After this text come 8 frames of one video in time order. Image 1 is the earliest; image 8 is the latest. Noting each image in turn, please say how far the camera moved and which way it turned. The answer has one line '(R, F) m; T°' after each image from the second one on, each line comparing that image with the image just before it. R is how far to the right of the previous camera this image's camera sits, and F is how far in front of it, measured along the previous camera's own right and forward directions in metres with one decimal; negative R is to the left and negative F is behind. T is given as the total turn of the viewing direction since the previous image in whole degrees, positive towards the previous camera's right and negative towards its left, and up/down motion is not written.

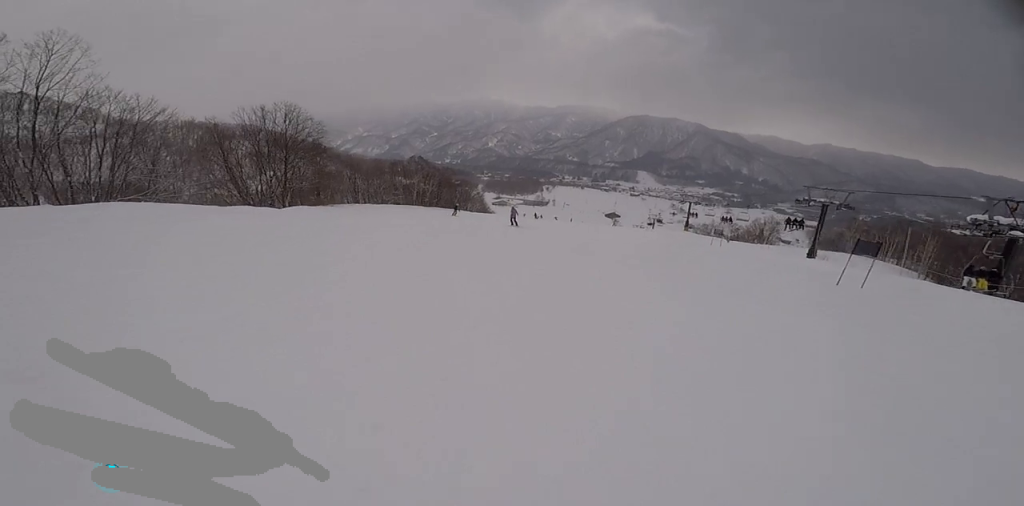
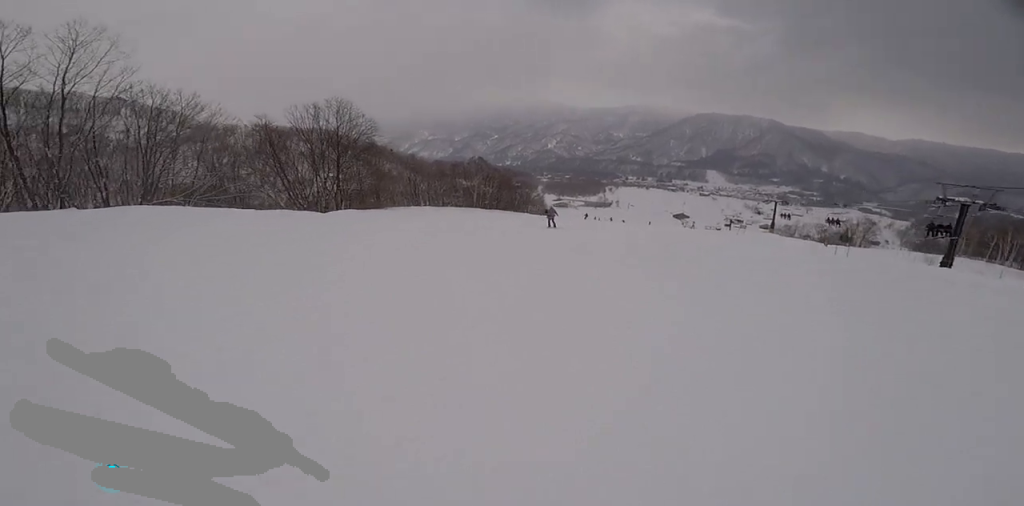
(-1.1, +4.8) m; -4°
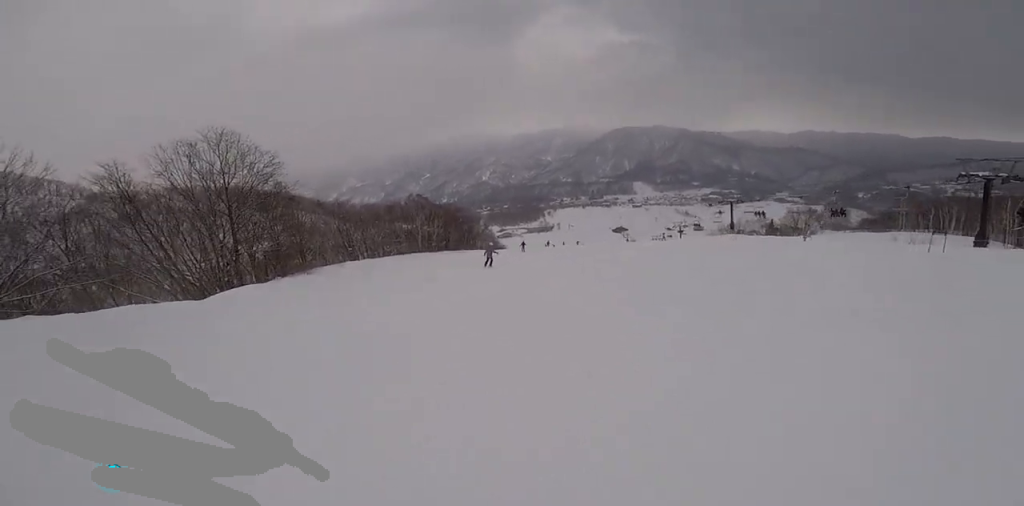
(+1.4, +9.7) m; +18°
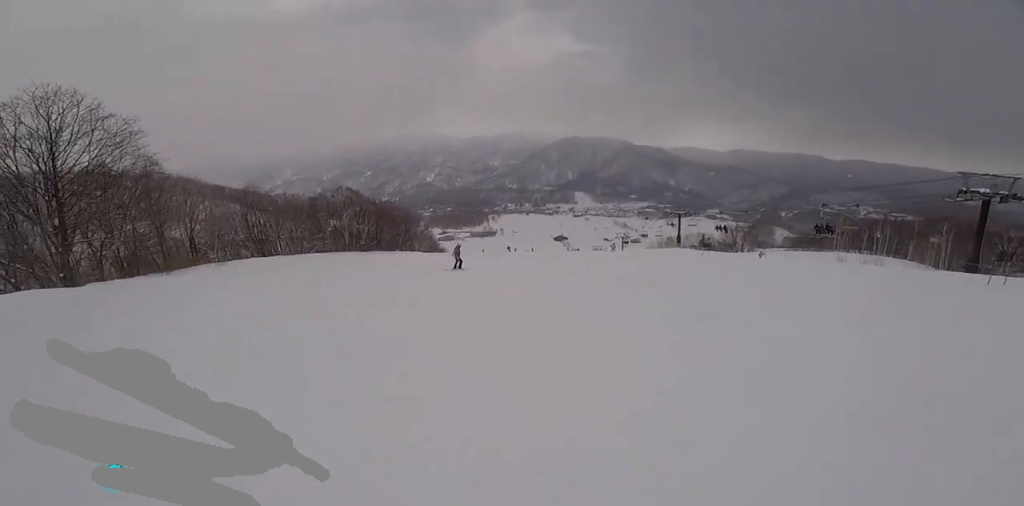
(+0.5, +6.9) m; +13°
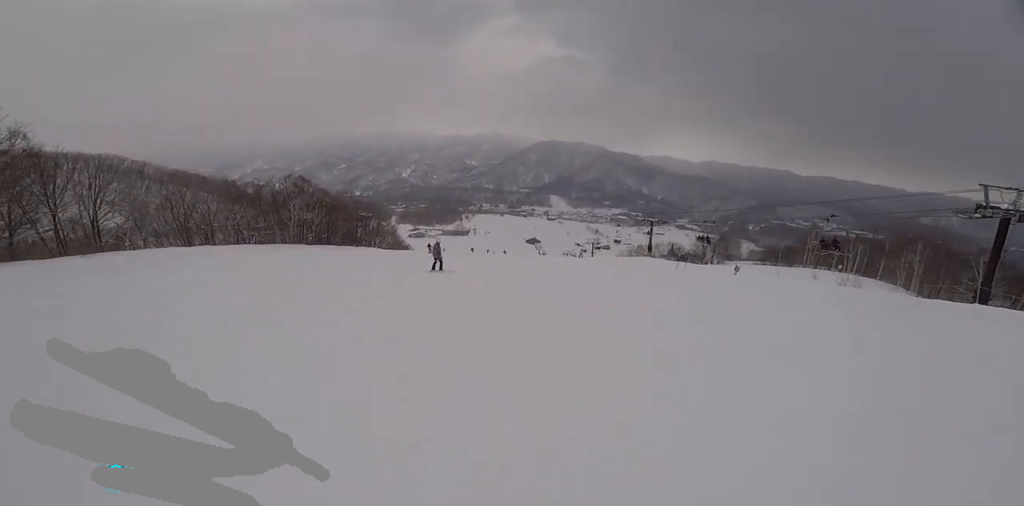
(+0.7, +5.7) m; +9°
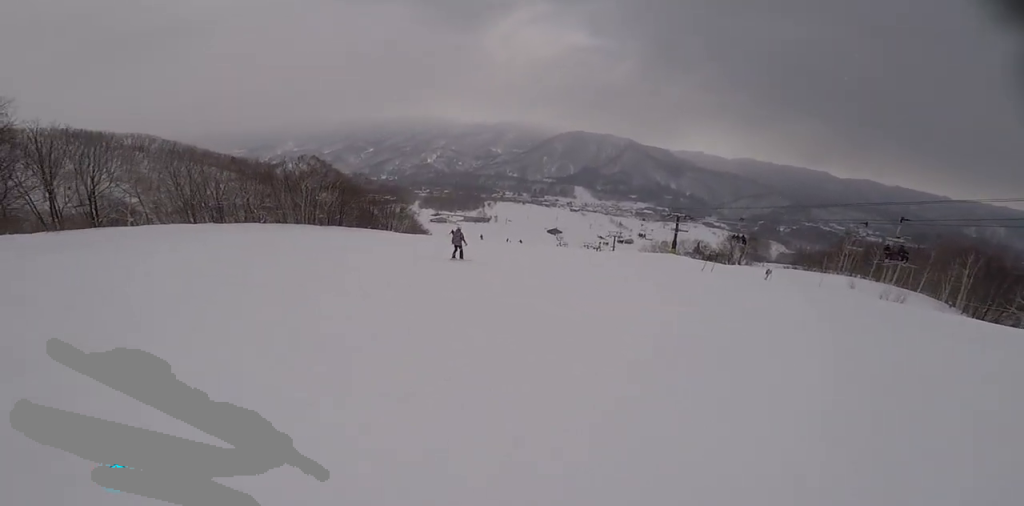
(+0.2, +3.1) m; -5°
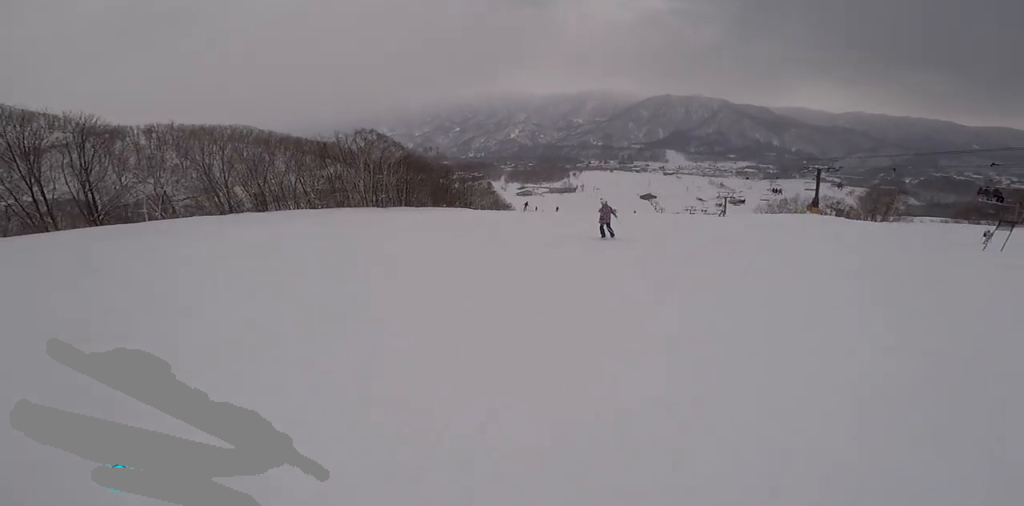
(-3.8, +11.3) m; -27°
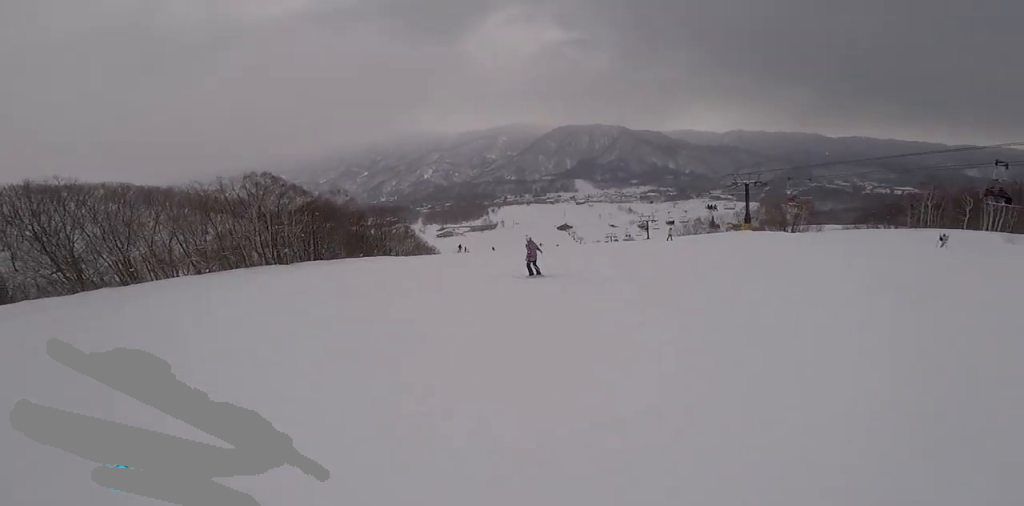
(+0.6, +6.4) m; +14°
